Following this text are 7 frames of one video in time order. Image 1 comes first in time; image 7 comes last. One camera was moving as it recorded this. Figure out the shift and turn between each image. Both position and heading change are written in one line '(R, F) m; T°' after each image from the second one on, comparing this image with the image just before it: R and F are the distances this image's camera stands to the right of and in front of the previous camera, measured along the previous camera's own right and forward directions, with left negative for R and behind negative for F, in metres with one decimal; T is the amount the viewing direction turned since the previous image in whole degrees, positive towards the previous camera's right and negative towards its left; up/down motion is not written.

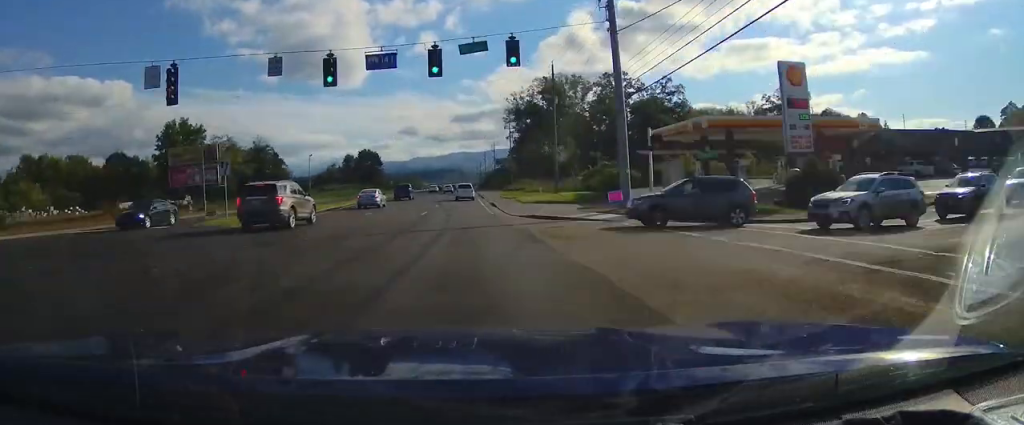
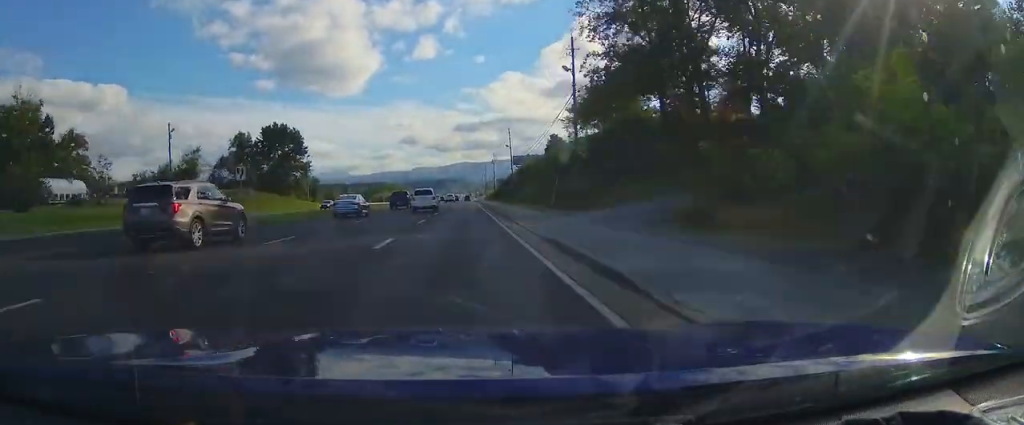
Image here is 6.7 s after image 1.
(+1.0, +128.6) m; 0°
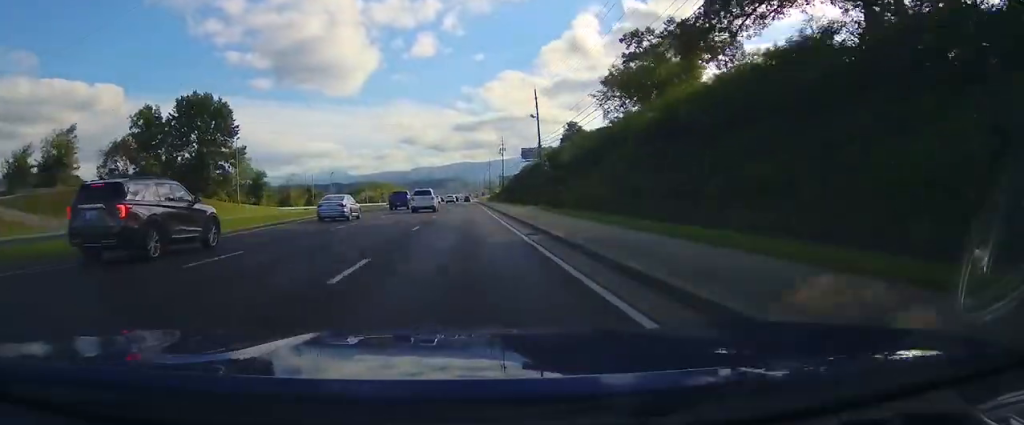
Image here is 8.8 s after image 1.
(+0.1, +41.0) m; 0°
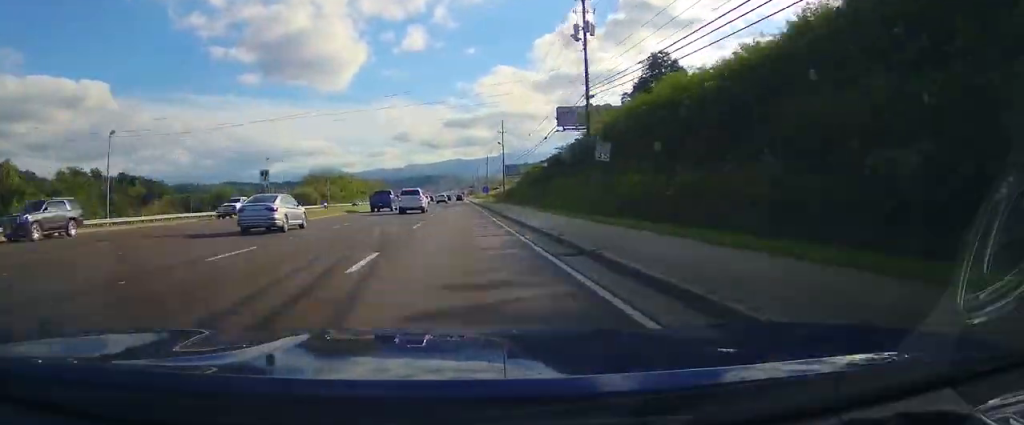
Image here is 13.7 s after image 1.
(+0.5, +93.6) m; 0°
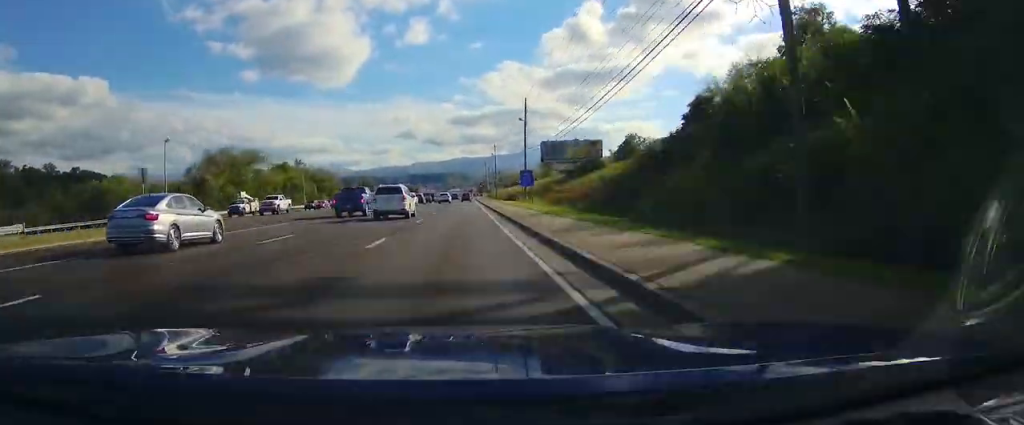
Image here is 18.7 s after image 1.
(-1.2, +91.1) m; -1°
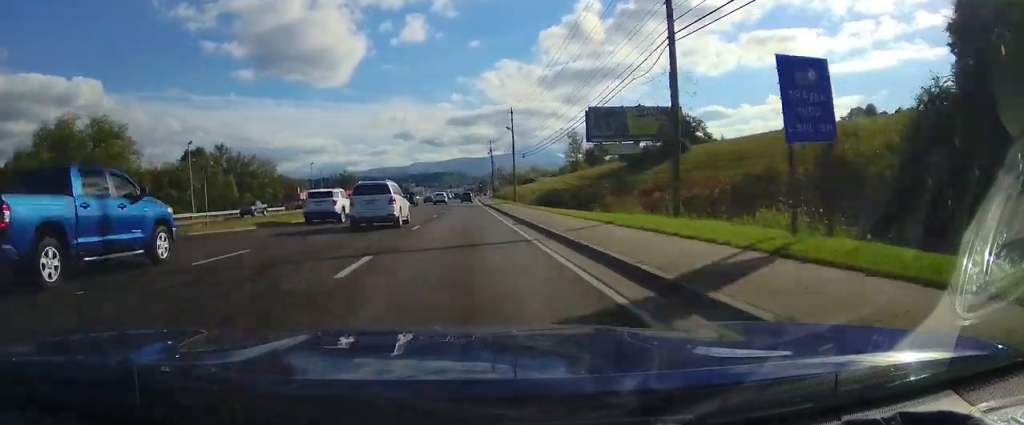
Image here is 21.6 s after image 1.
(+0.4, +52.5) m; +1°
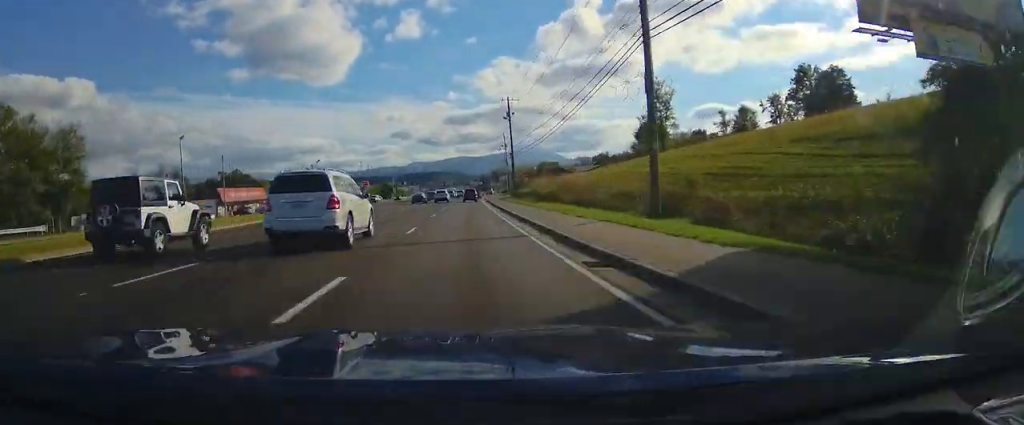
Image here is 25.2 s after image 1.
(+0.6, +62.7) m; +1°
